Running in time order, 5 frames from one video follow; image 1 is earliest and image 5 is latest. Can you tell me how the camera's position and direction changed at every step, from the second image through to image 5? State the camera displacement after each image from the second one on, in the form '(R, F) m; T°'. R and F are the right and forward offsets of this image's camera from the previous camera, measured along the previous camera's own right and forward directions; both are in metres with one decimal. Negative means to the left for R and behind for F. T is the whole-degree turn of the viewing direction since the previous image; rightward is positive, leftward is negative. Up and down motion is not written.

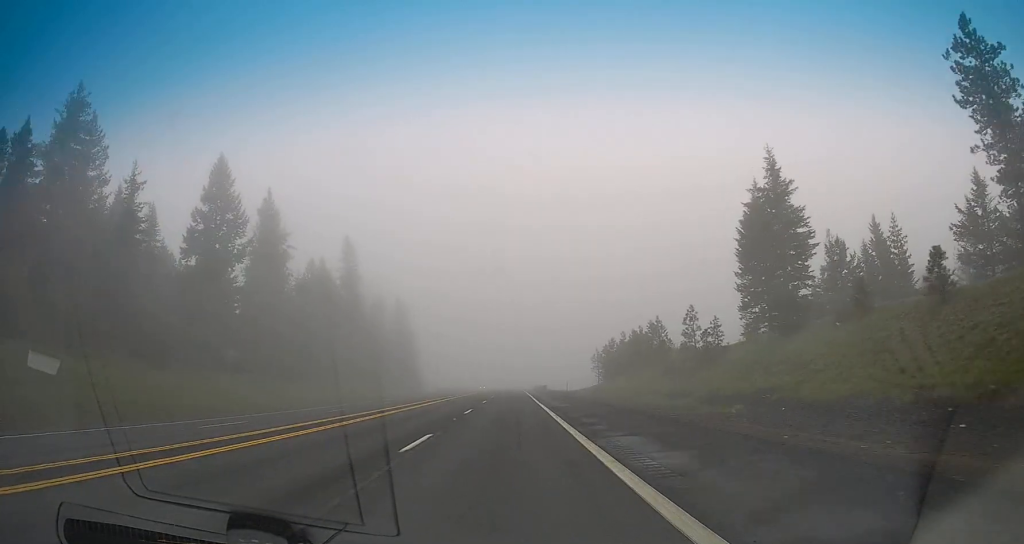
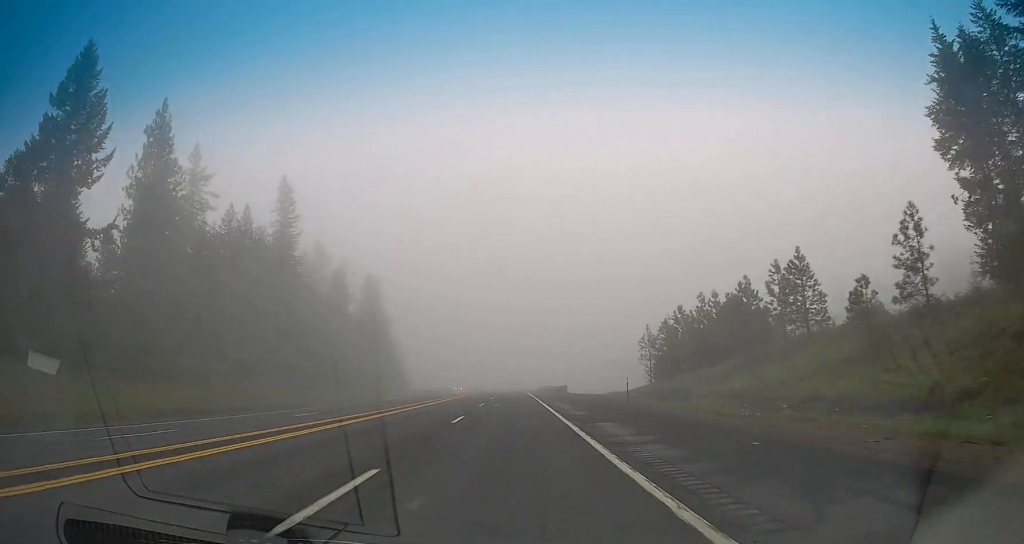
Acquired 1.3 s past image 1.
(0.0, +37.7) m; 0°
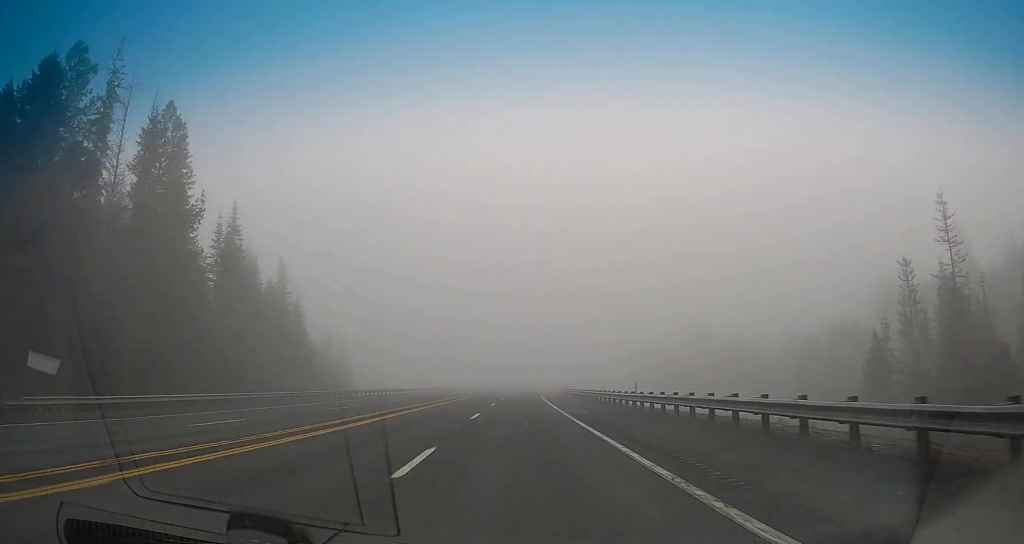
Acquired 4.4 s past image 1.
(-0.2, +89.1) m; 0°
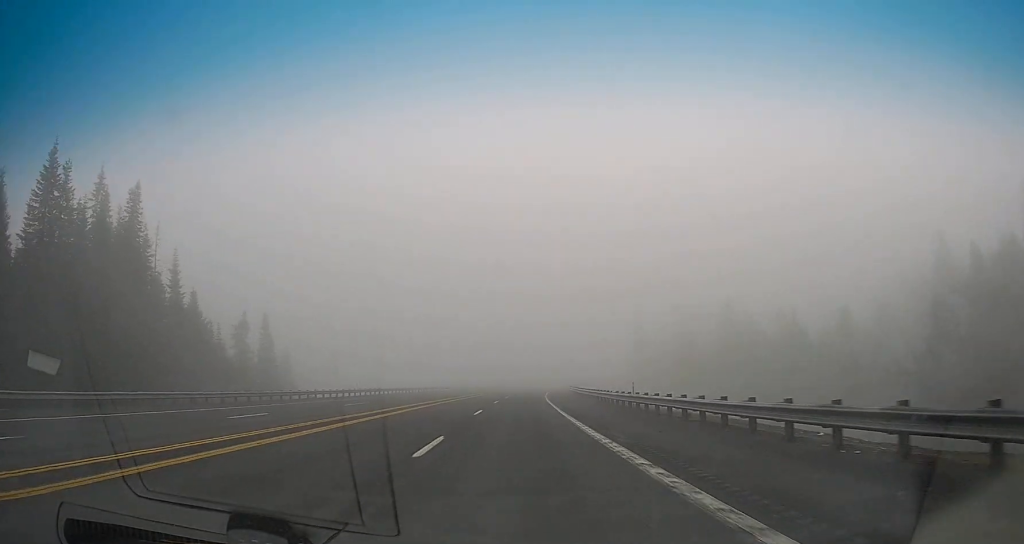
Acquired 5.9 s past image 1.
(+0.4, +43.9) m; +1°
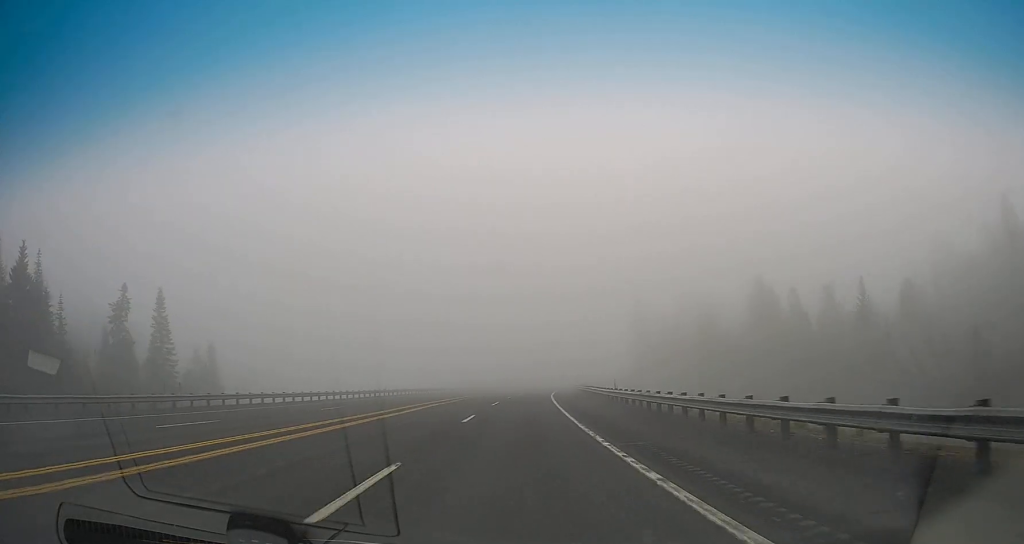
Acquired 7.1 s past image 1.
(+0.5, +36.1) m; 0°
